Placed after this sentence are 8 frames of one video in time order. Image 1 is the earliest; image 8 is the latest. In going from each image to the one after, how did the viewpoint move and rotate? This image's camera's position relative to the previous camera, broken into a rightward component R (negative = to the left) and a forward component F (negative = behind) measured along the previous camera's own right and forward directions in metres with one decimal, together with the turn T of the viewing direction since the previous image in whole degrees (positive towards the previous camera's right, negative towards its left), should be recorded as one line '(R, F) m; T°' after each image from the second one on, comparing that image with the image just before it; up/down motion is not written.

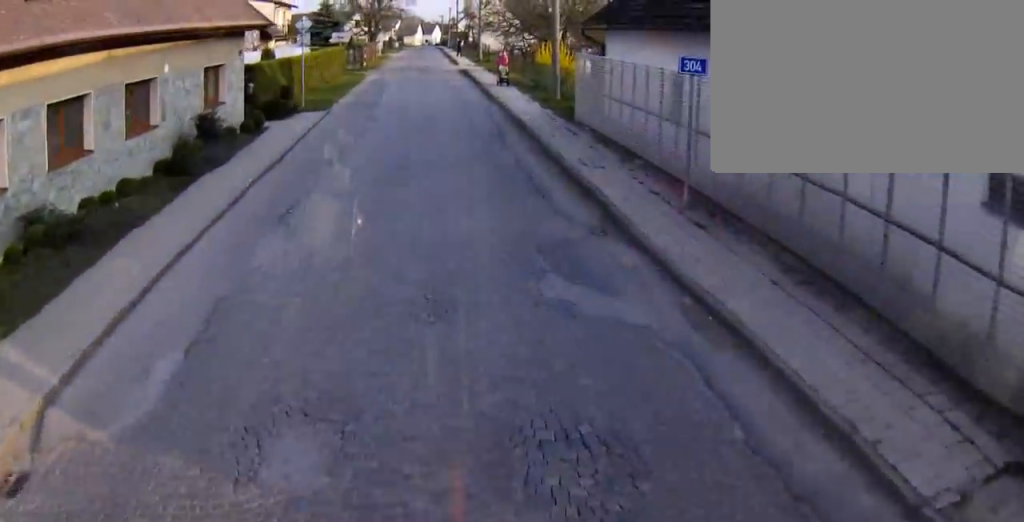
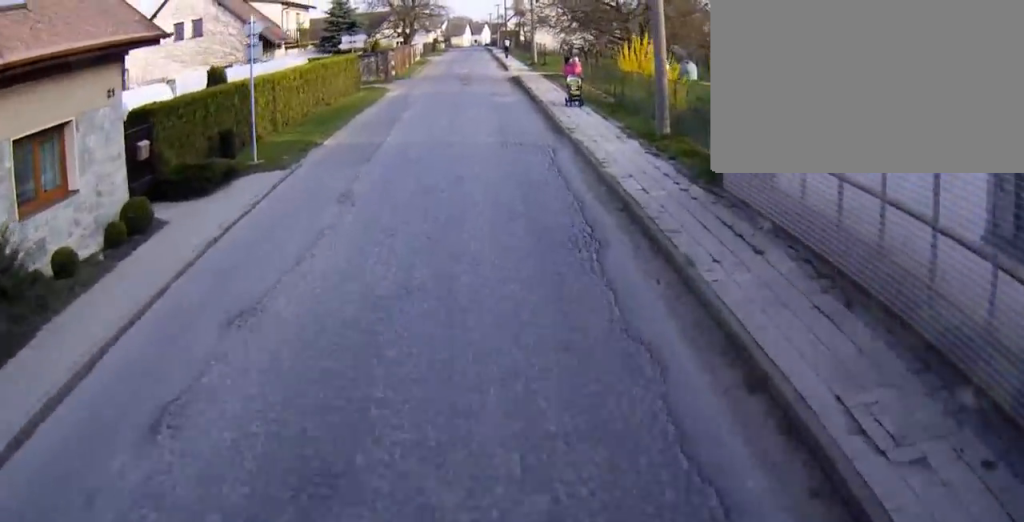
(-0.5, +10.7) m; 0°
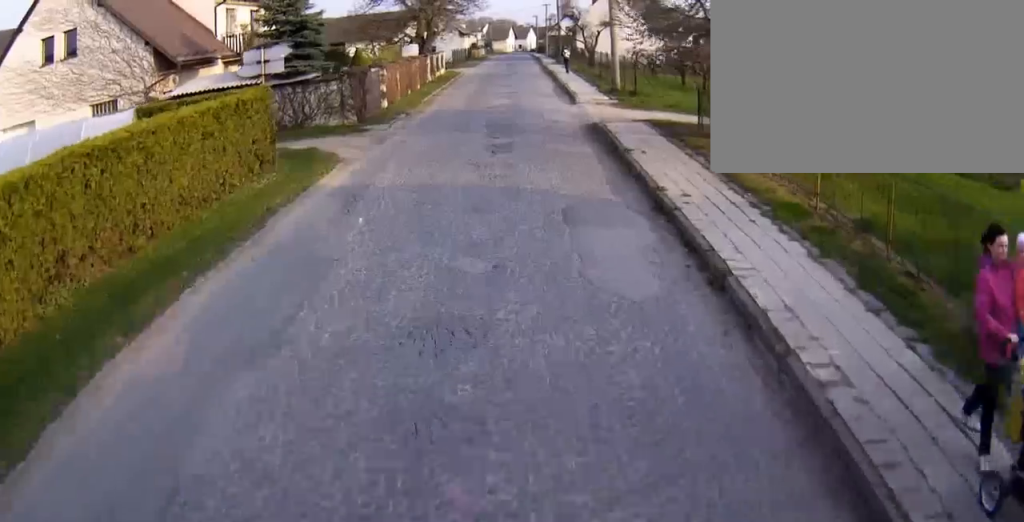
(+0.2, +19.3) m; -2°
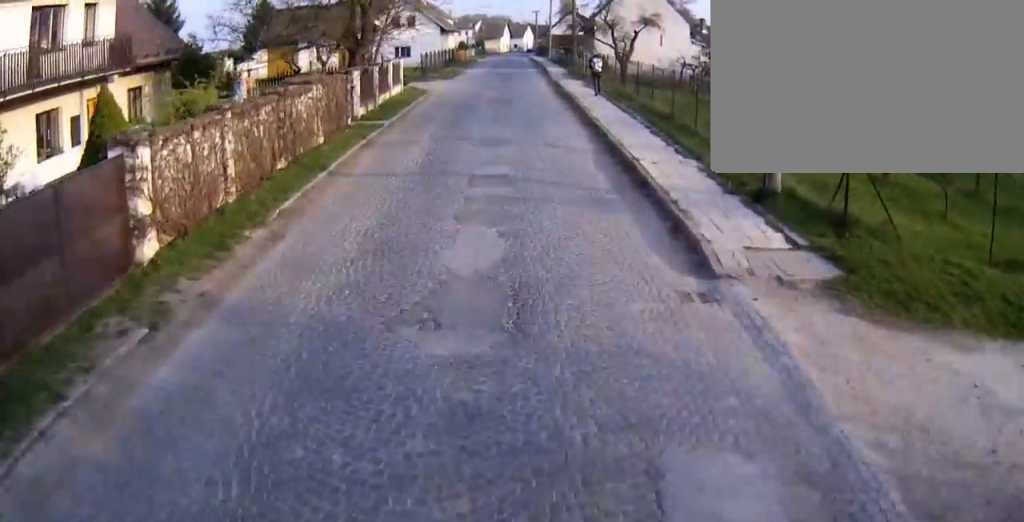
(-0.9, +19.5) m; -4°
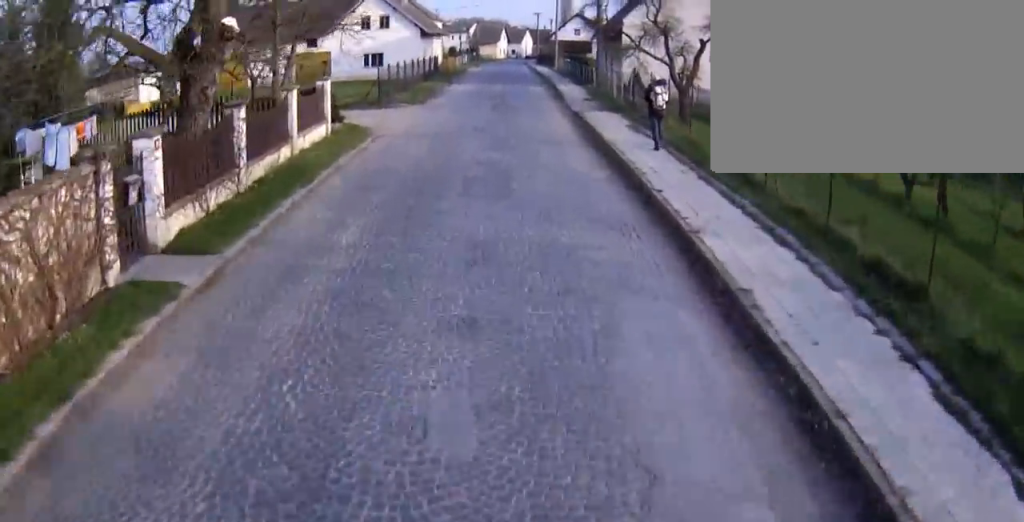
(-0.2, +14.8) m; 0°
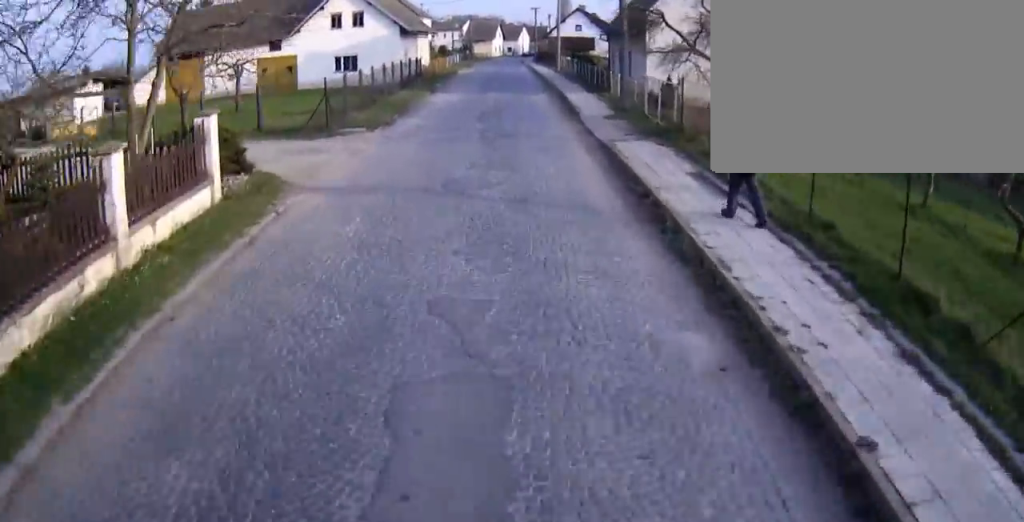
(+0.1, +8.6) m; +1°
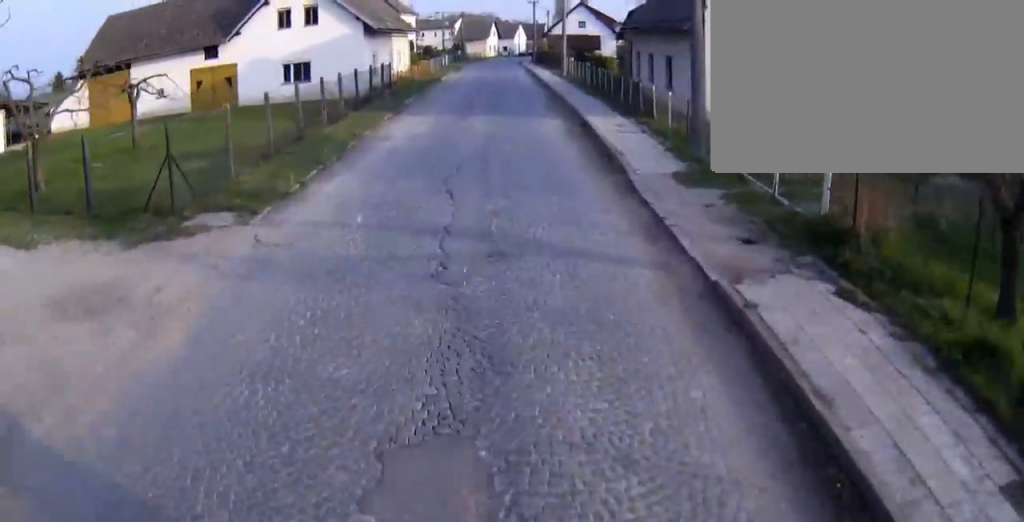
(+0.1, +10.8) m; +1°
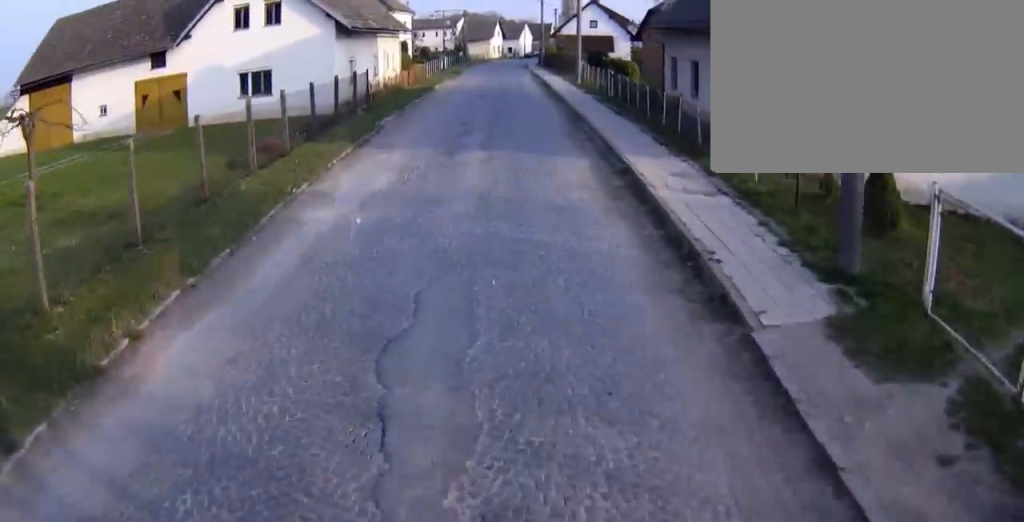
(+0.1, +7.2) m; 0°
